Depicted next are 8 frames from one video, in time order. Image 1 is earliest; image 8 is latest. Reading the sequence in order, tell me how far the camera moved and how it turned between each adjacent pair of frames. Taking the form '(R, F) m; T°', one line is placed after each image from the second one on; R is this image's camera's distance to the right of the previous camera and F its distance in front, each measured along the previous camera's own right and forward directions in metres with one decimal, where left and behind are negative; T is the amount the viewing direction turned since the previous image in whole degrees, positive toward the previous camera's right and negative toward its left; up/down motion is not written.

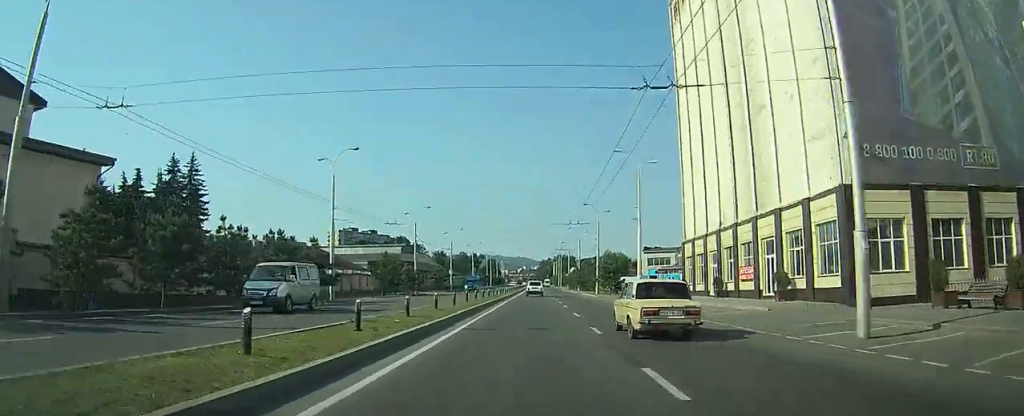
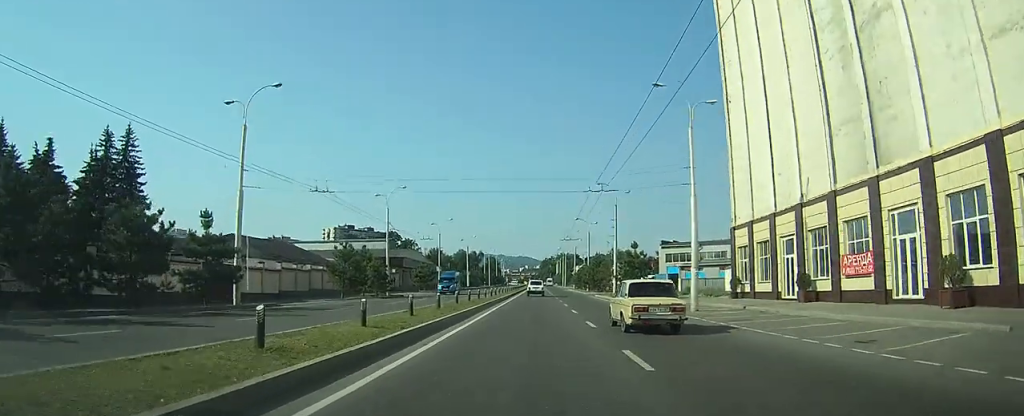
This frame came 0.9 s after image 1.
(-0.1, +14.8) m; 0°
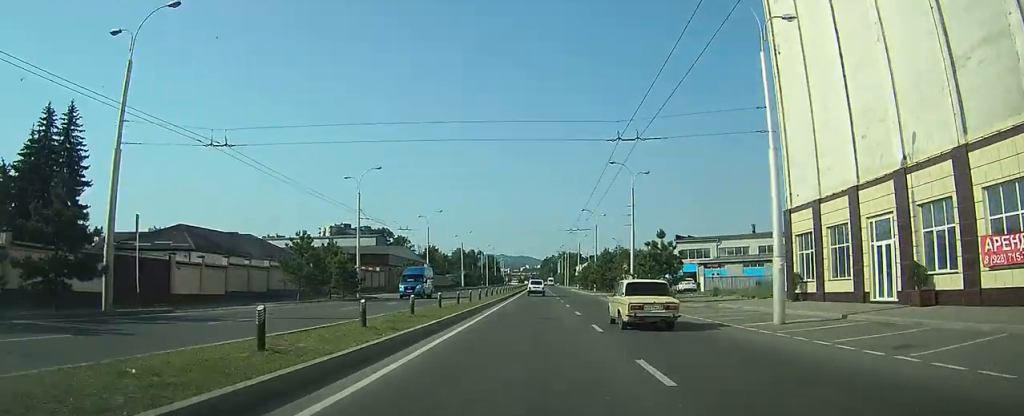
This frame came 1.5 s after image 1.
(0.0, +10.2) m; 0°
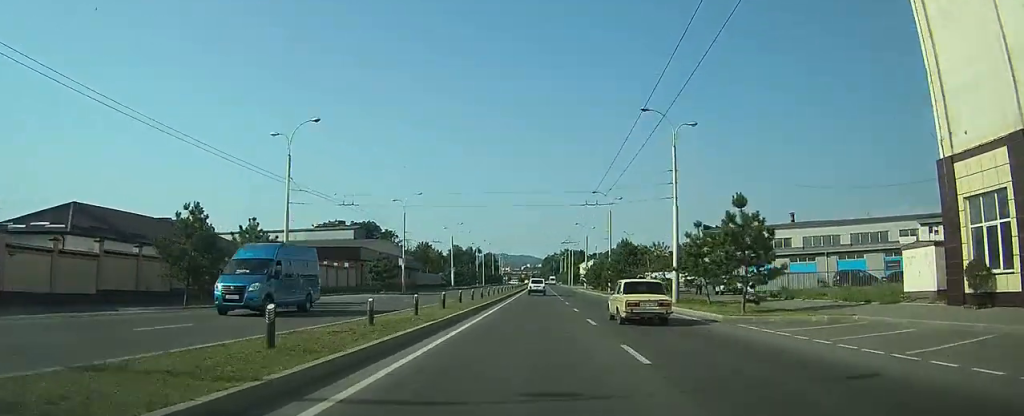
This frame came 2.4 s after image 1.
(-0.1, +15.1) m; 0°
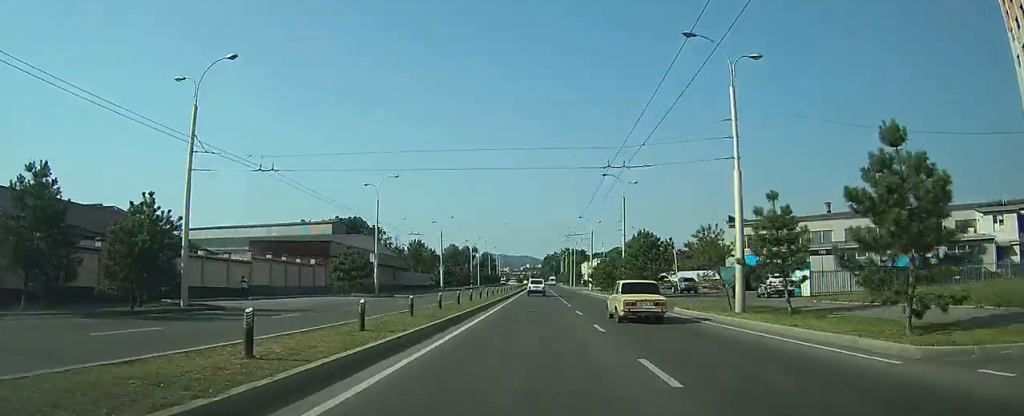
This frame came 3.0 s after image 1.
(0.0, +11.0) m; 0°
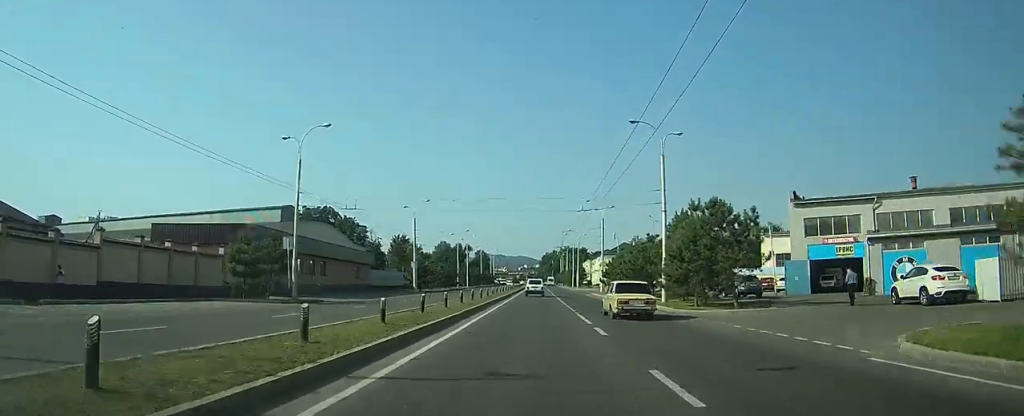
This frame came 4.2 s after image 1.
(+0.1, +18.4) m; 0°
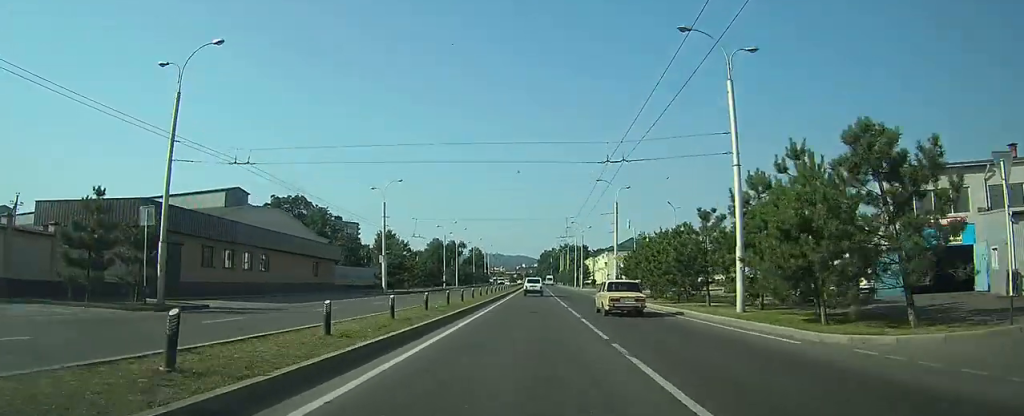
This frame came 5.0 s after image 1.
(0.0, +13.7) m; 0°
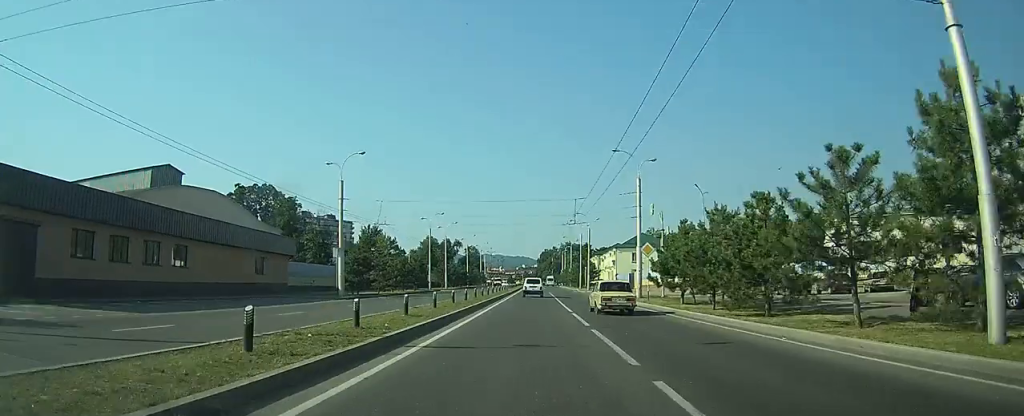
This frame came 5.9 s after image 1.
(+0.1, +13.0) m; 0°
